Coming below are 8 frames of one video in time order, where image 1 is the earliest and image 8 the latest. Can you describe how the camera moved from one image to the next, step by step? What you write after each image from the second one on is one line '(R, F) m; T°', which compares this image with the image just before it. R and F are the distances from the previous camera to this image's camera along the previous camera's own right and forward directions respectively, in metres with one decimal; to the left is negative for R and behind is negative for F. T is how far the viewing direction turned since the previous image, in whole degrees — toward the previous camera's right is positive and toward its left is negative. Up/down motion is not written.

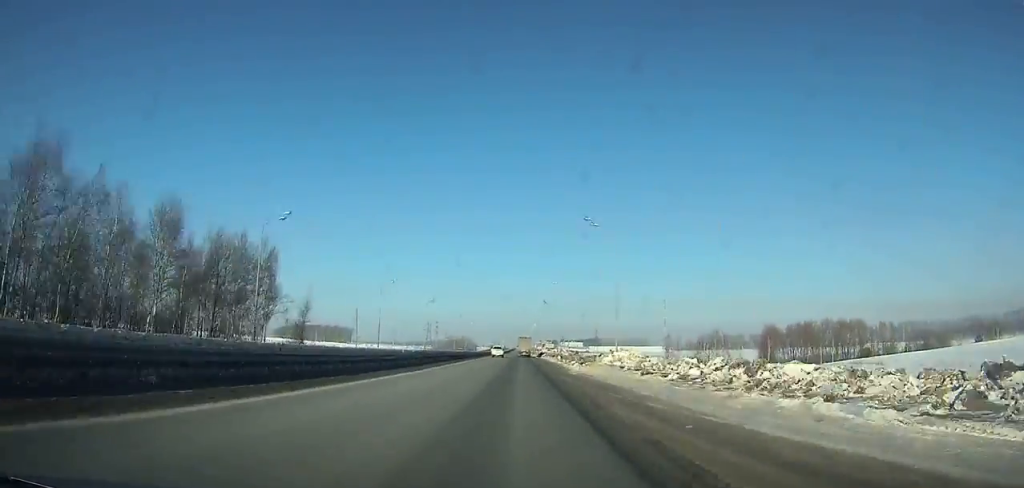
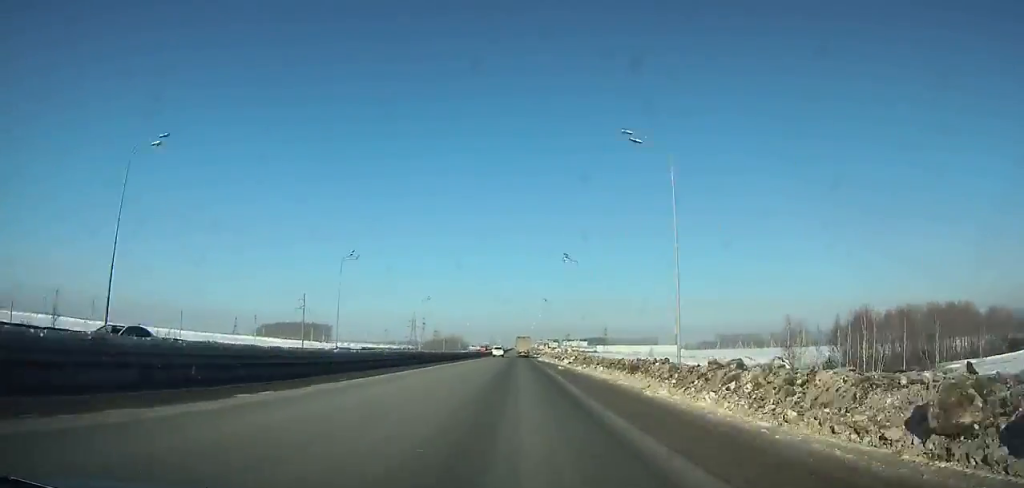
(+0.1, +64.5) m; 0°
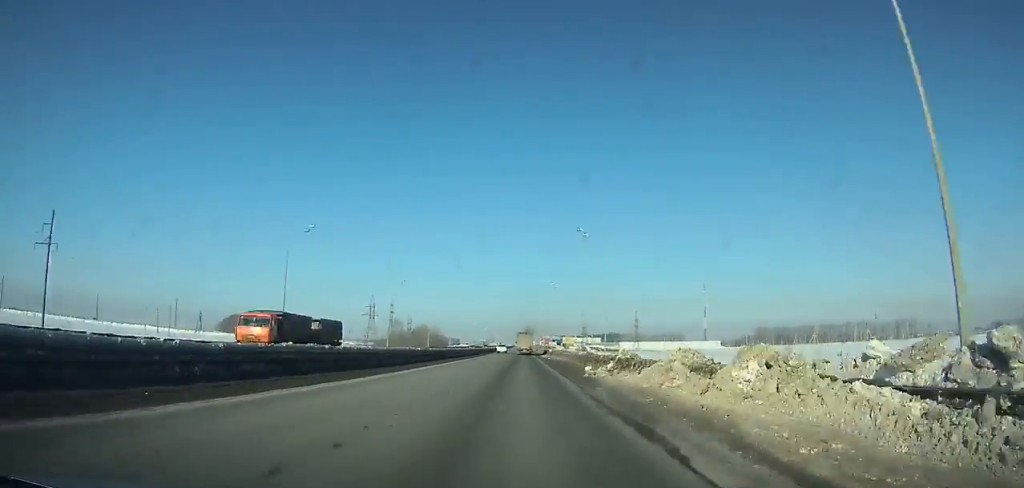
(-0.2, +120.4) m; 0°
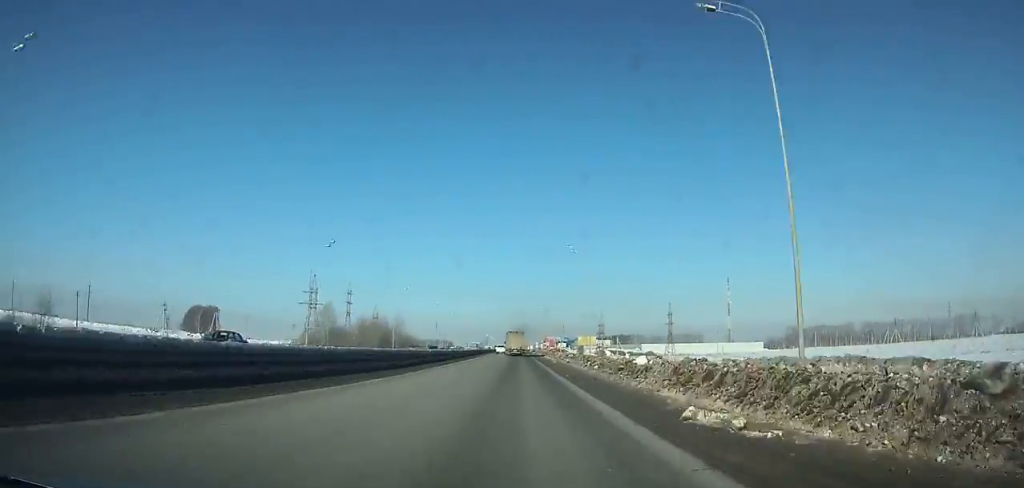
(0.0, +82.2) m; 0°
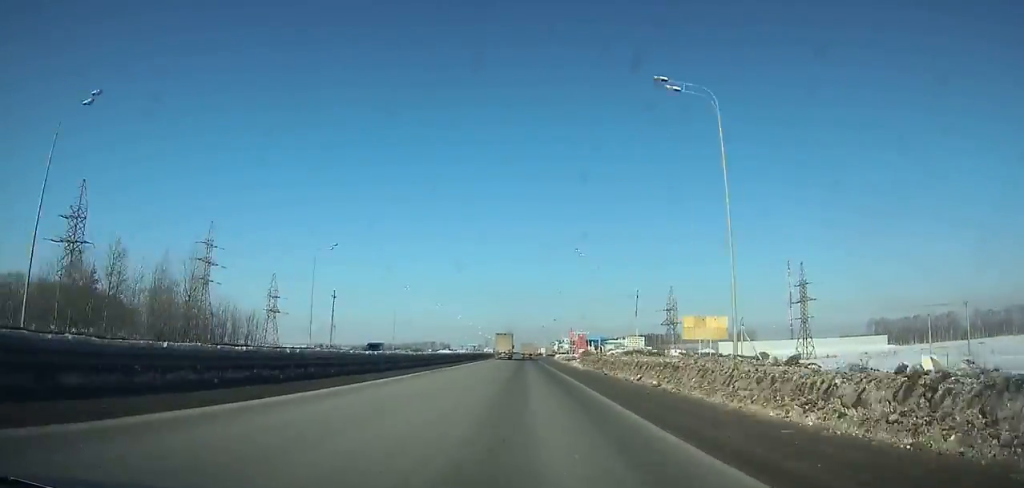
(-0.4, +123.7) m; 0°
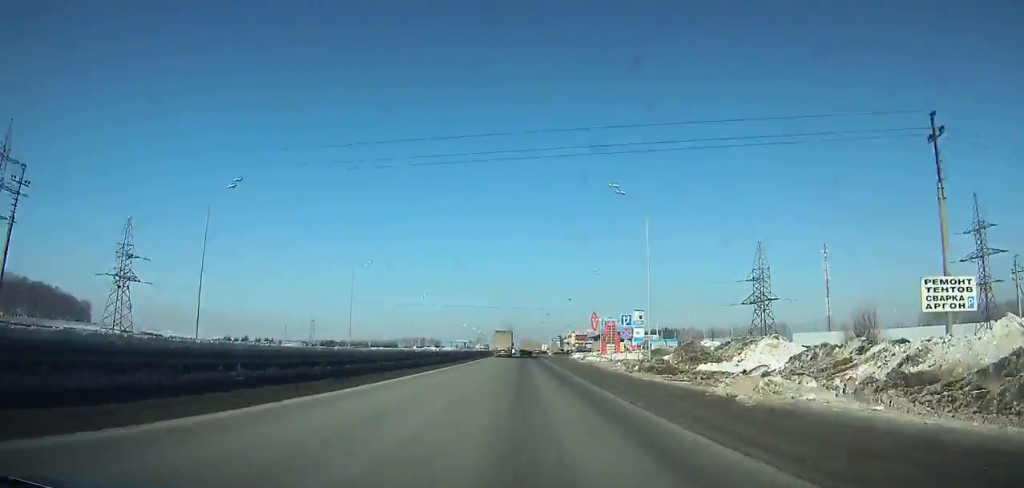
(+0.1, +62.2) m; 0°
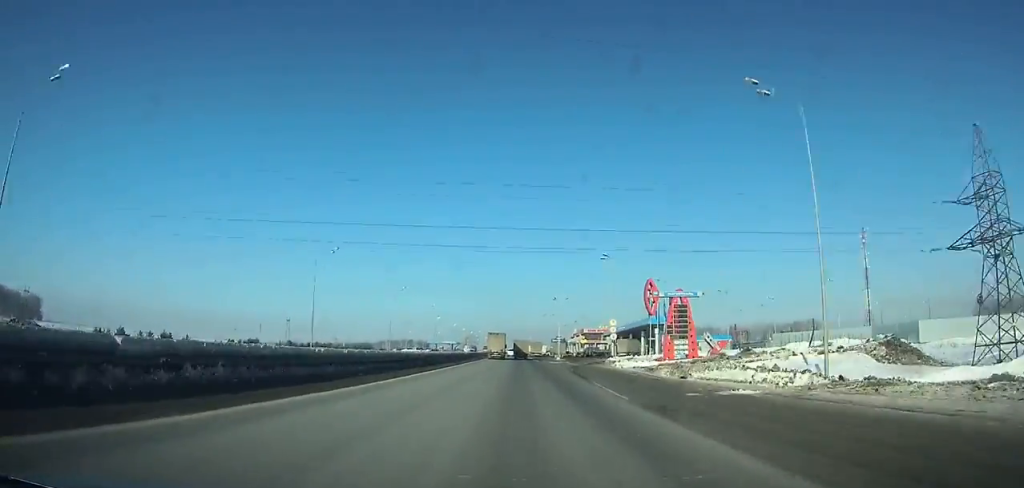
(+0.1, +56.7) m; 0°
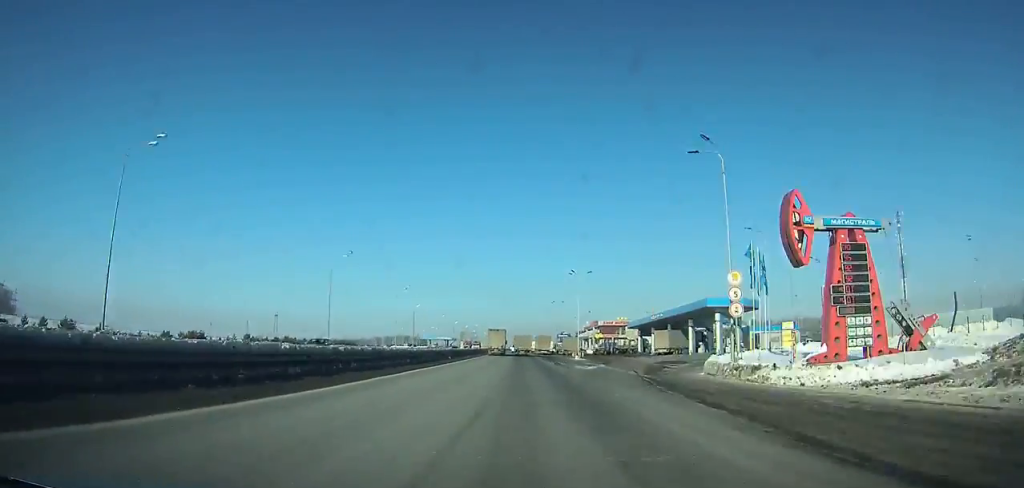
(0.0, +35.2) m; 0°
